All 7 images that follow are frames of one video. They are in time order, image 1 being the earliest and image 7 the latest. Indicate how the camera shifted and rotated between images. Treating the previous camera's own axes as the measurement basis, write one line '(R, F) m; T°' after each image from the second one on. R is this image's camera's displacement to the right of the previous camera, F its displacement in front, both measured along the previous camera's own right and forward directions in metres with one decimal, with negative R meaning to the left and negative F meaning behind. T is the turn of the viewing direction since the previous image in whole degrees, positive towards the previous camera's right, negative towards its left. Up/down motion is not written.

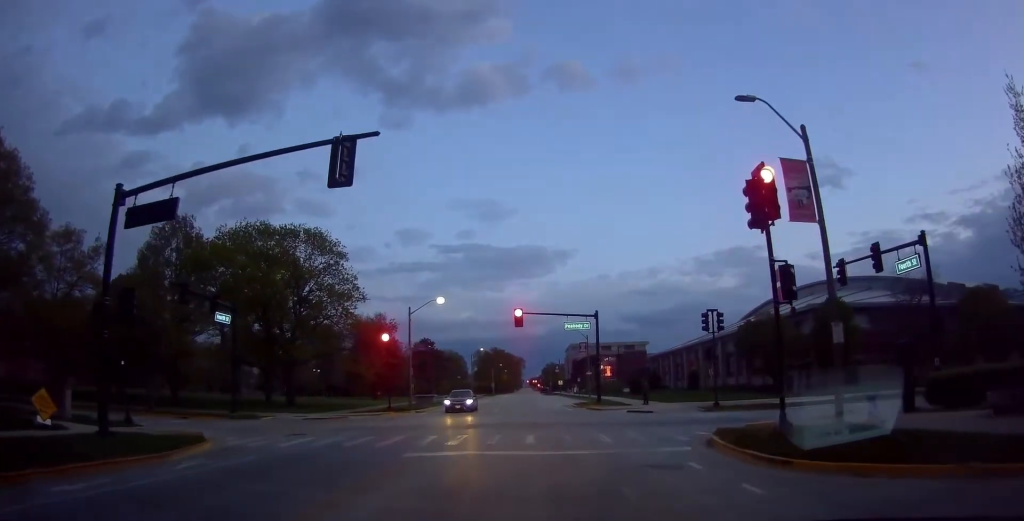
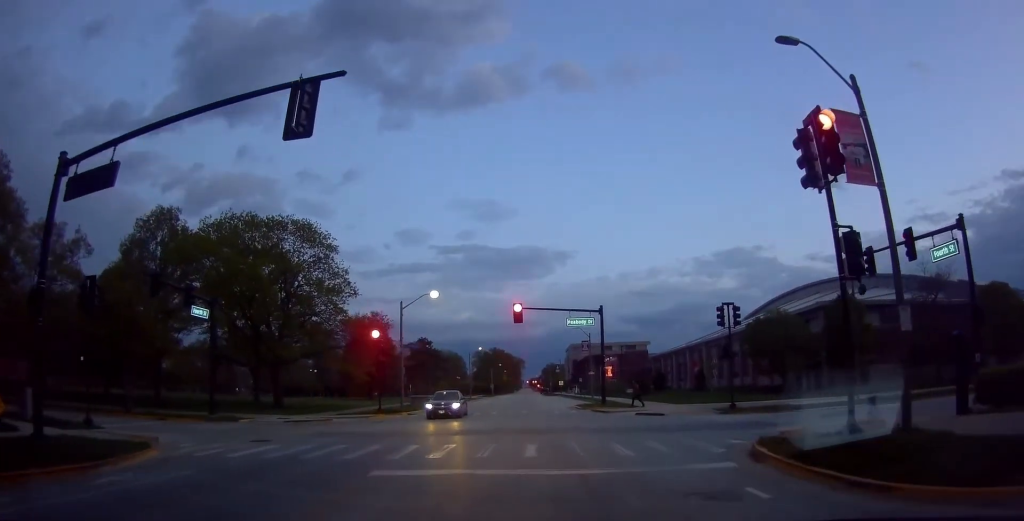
(0.0, +0.8) m; 0°
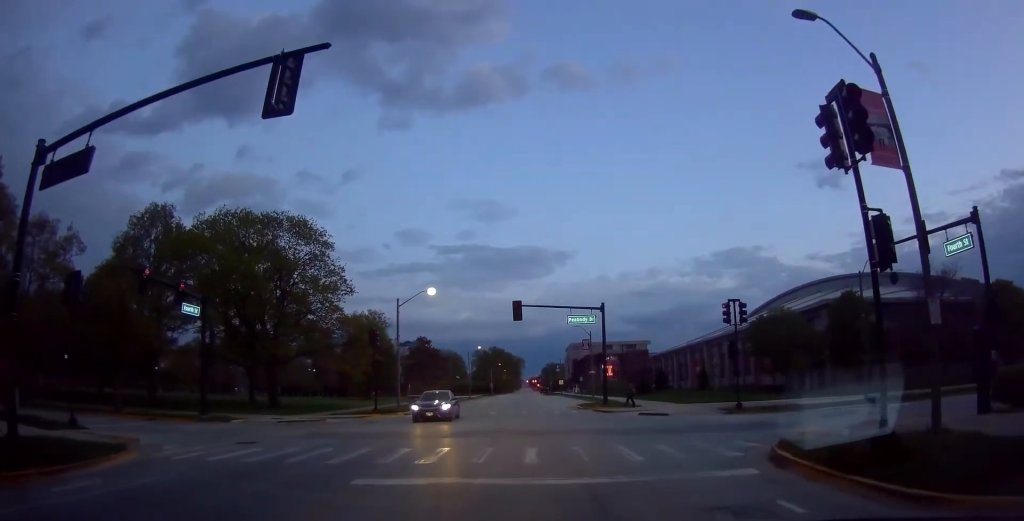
(0.0, +0.4) m; 0°
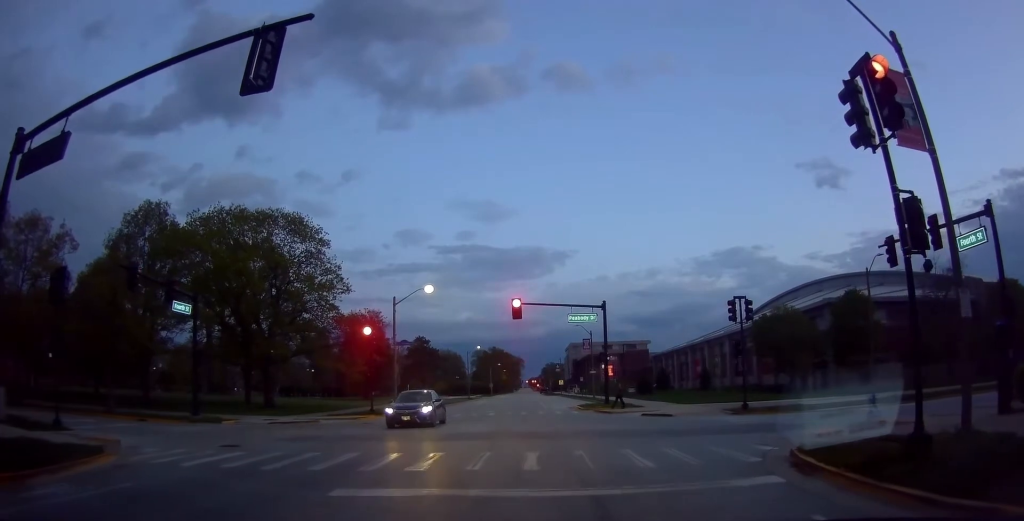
(0.0, +0.9) m; 0°
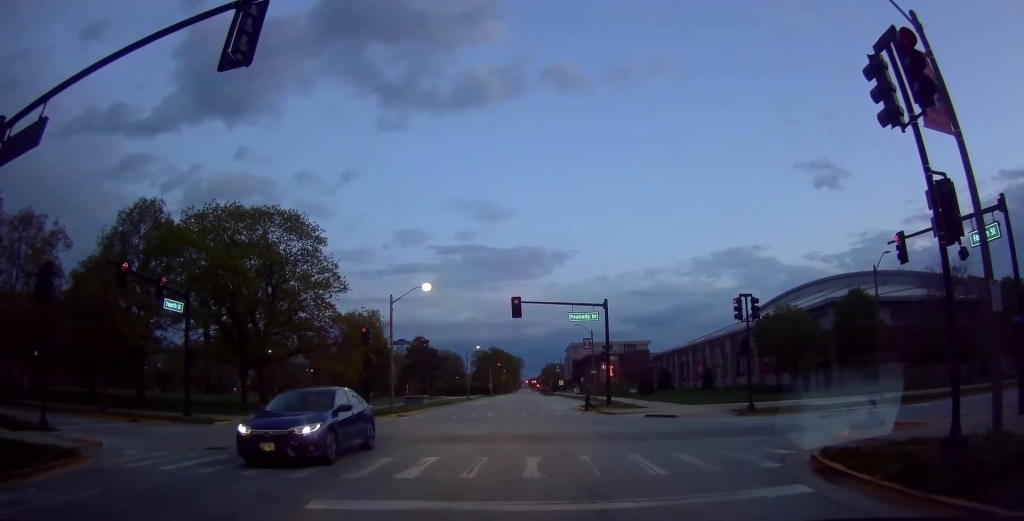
(0.0, +0.6) m; 0°
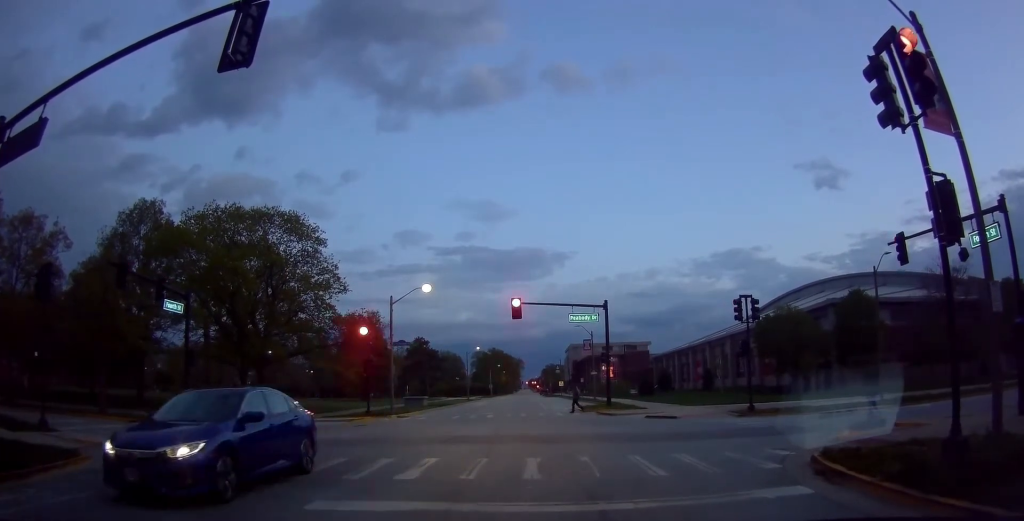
(0.0, 0.0) m; 0°
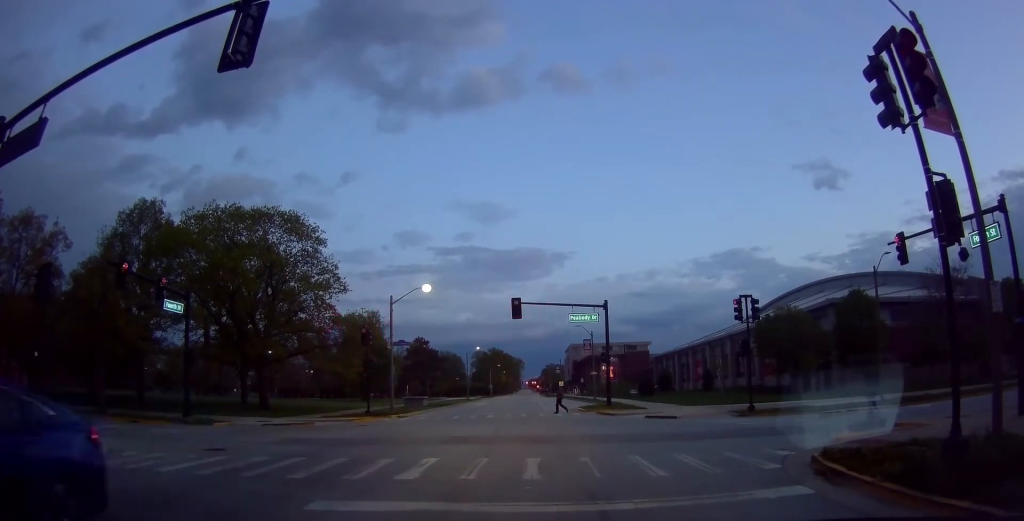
(0.0, 0.0) m; 0°
